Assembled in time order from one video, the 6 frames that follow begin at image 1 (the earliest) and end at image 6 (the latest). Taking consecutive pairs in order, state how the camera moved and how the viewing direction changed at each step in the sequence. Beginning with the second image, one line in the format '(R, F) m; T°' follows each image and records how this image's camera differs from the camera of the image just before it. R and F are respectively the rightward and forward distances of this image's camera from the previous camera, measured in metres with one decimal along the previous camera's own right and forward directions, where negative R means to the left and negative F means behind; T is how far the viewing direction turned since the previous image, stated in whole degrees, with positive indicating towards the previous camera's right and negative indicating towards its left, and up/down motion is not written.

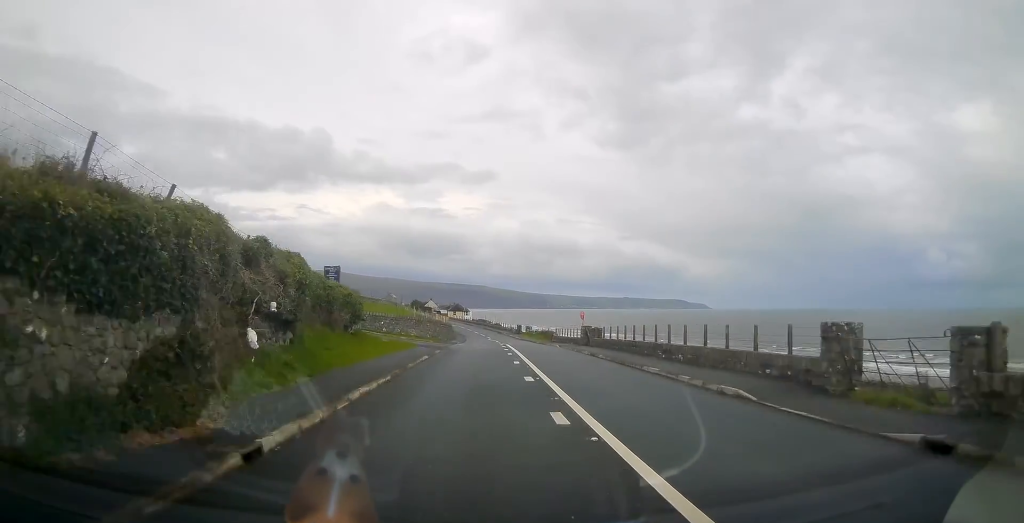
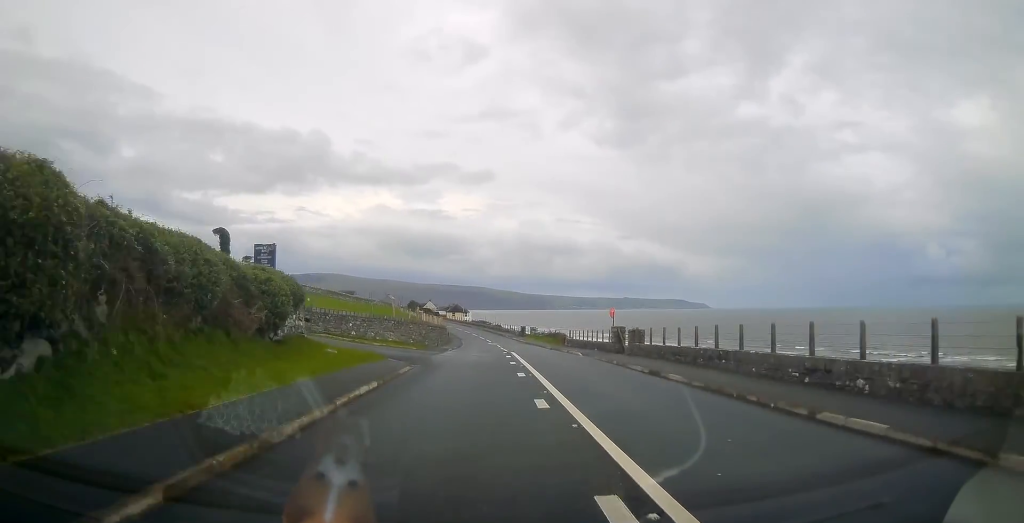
(0.0, +10.4) m; 0°
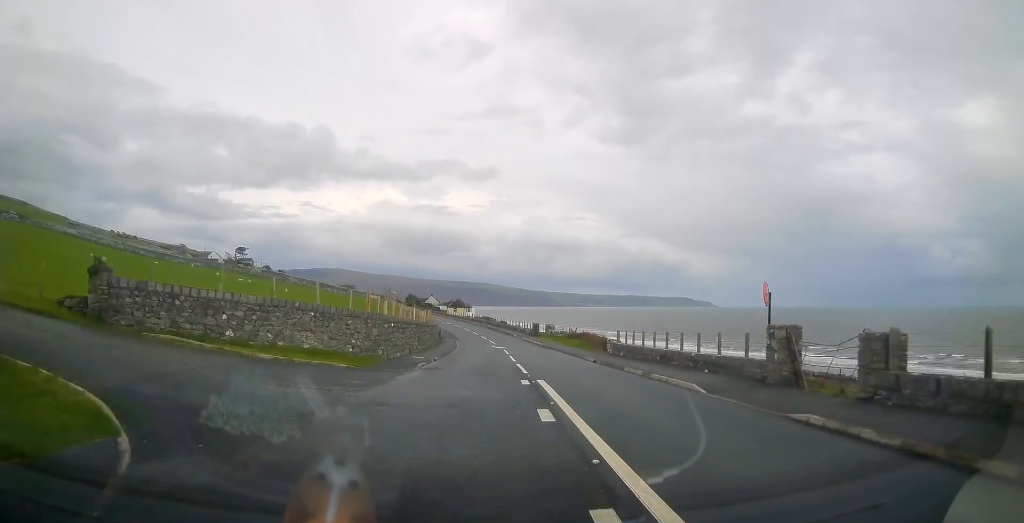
(-0.1, +17.7) m; 0°
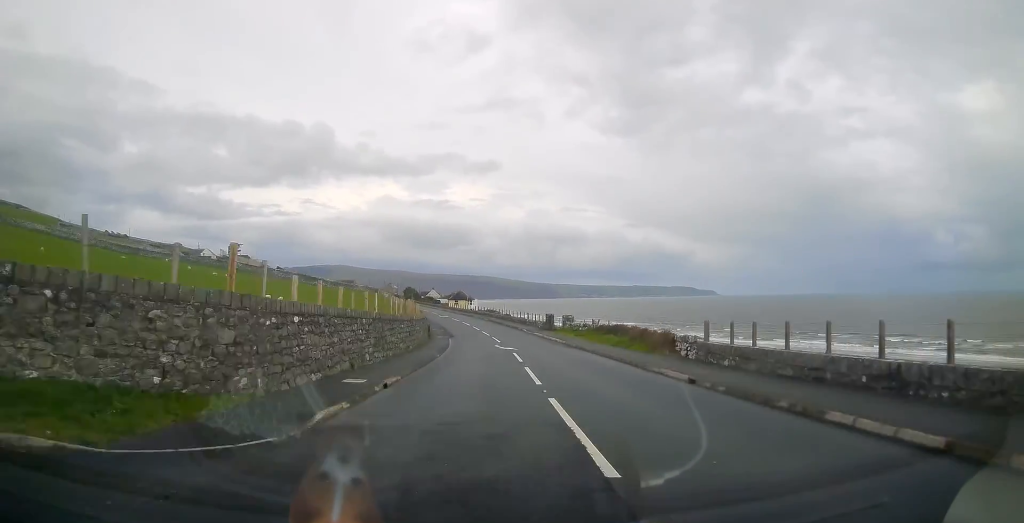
(0.0, +12.9) m; 0°
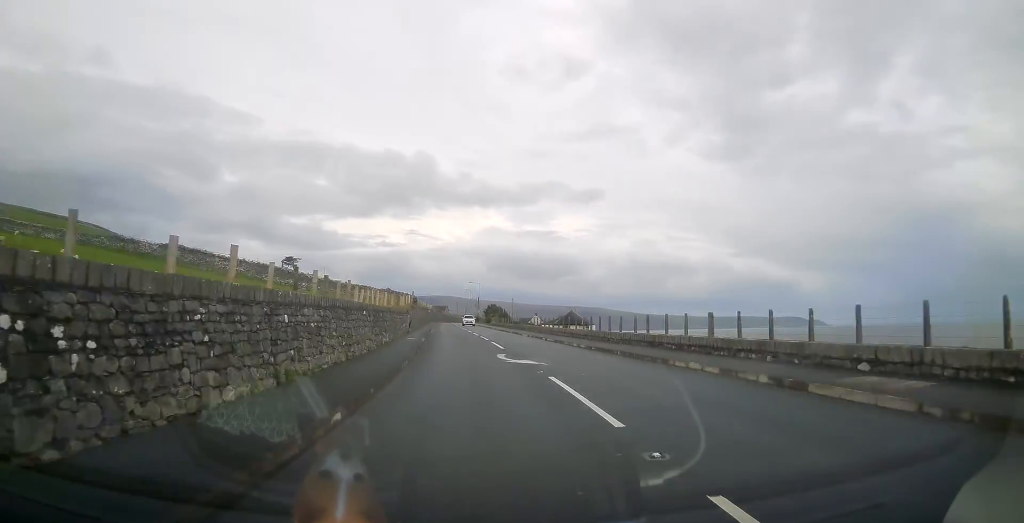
(-4.3, +69.8) m; -9°
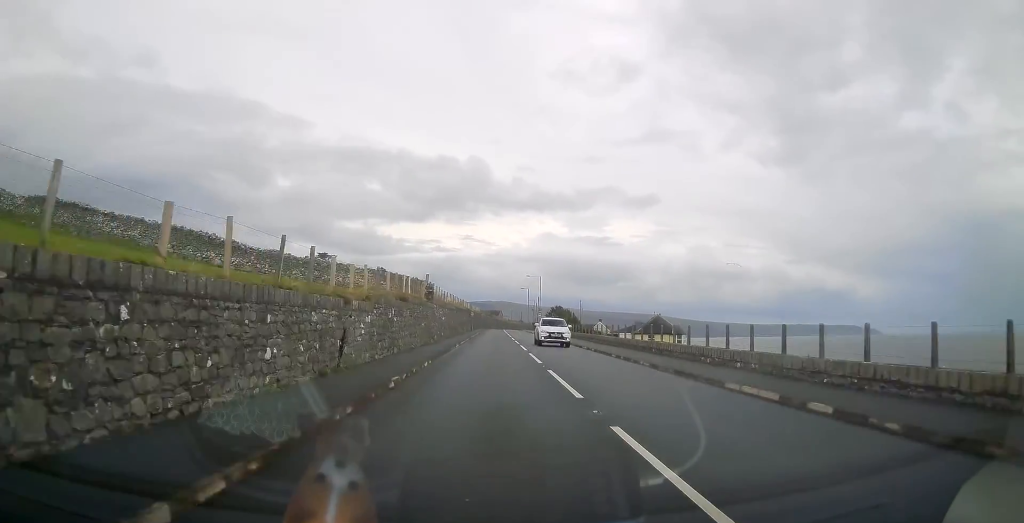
(-1.5, +32.5) m; -4°
